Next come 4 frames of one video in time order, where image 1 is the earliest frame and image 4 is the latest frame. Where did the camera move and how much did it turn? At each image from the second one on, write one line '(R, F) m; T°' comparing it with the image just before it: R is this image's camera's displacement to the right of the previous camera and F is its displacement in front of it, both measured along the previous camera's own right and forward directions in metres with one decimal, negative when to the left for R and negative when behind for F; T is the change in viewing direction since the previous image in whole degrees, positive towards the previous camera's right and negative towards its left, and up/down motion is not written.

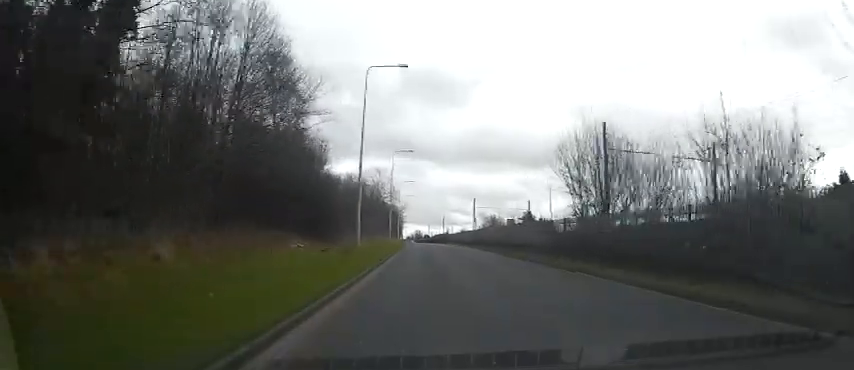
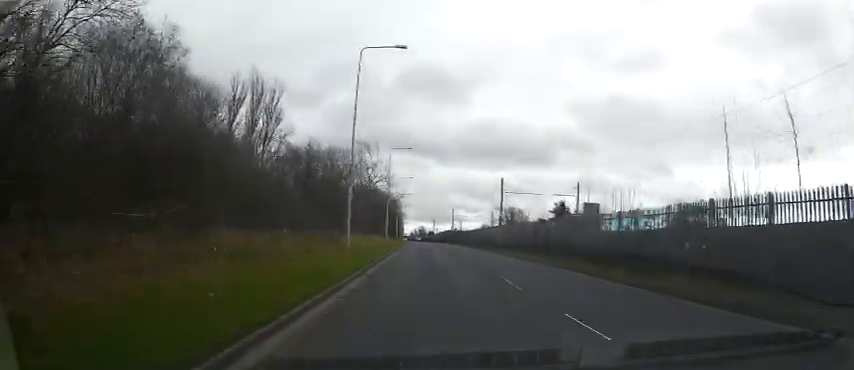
(-0.1, +31.0) m; -1°
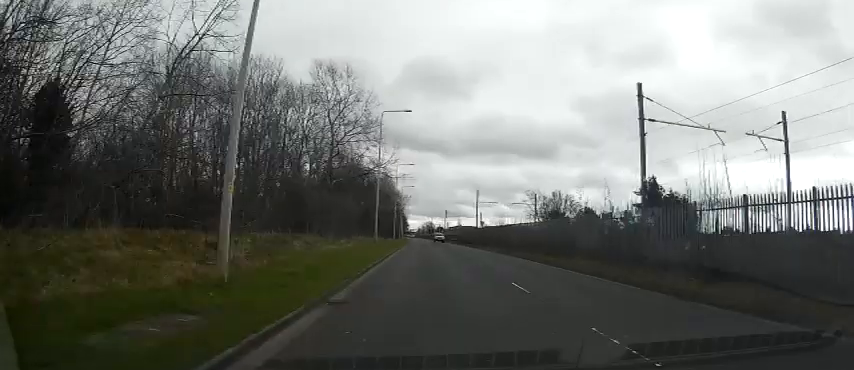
(0.0, +44.5) m; -1°
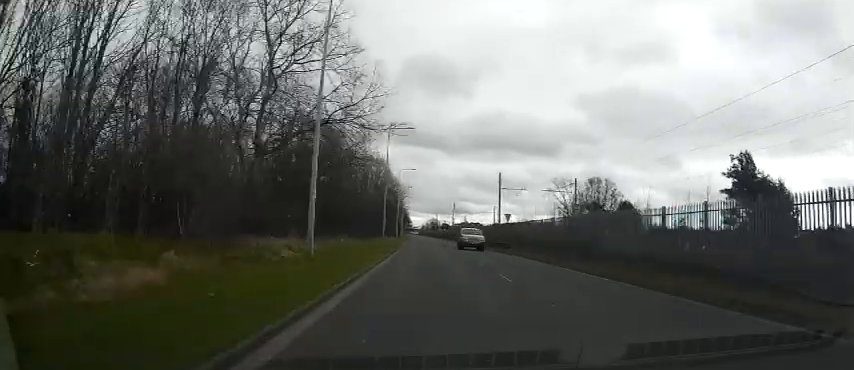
(+0.2, +23.0) m; +1°
